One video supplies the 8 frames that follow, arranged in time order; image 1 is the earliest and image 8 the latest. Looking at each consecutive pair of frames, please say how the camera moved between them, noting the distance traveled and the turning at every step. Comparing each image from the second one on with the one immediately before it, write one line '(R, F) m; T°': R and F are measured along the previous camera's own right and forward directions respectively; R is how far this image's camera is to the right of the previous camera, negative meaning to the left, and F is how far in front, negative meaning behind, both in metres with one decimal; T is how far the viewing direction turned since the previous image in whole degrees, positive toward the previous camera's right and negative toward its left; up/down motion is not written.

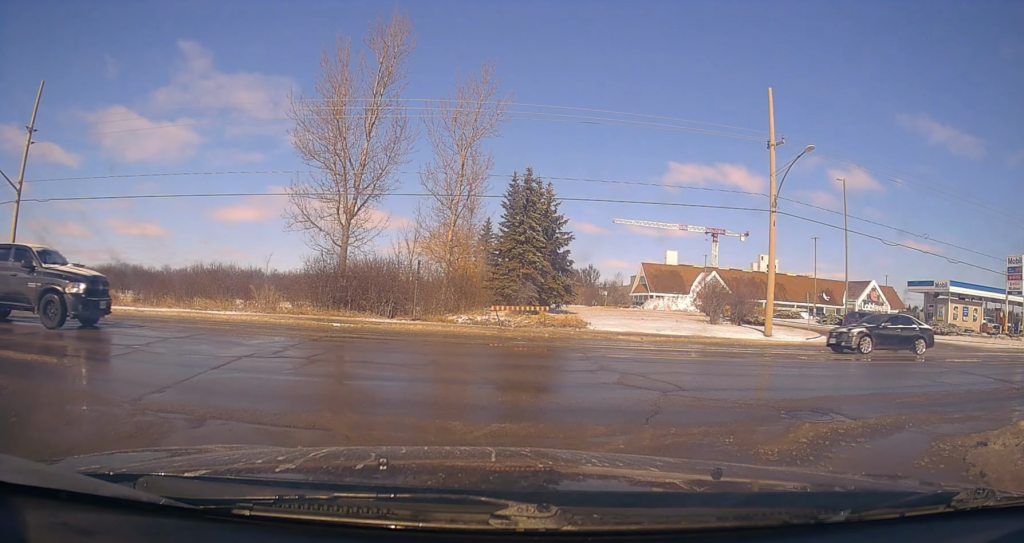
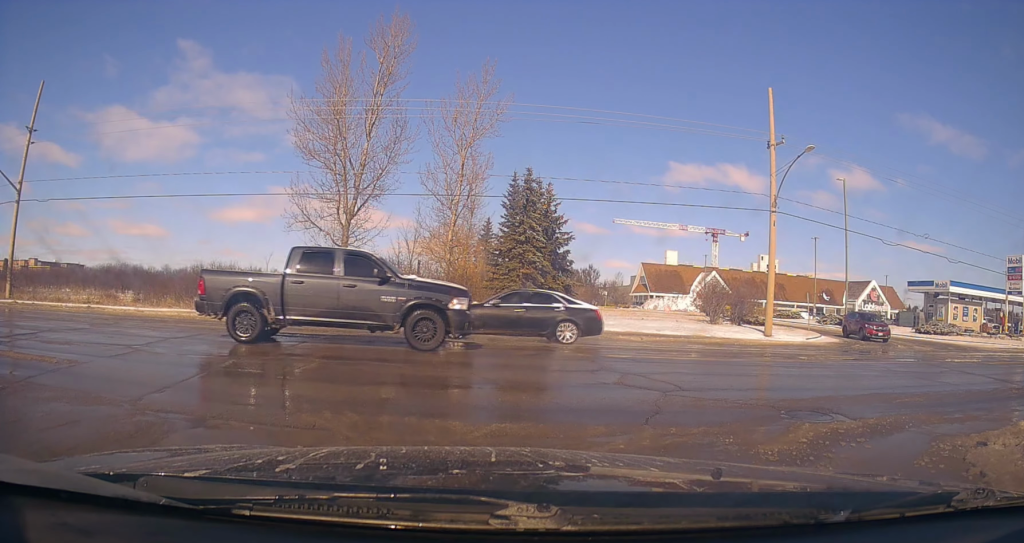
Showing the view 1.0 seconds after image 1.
(0.0, 0.0) m; 0°
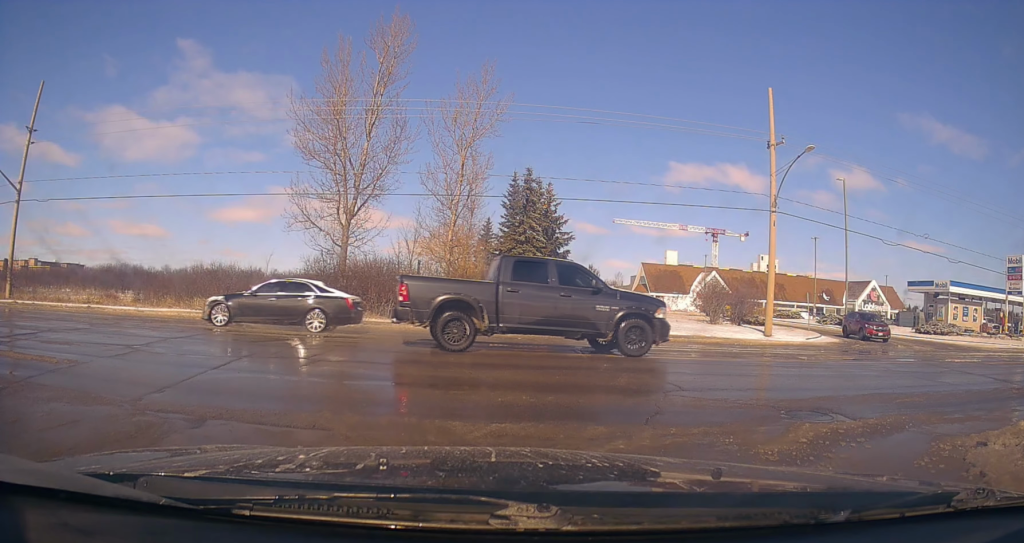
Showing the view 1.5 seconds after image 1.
(0.0, 0.0) m; 0°
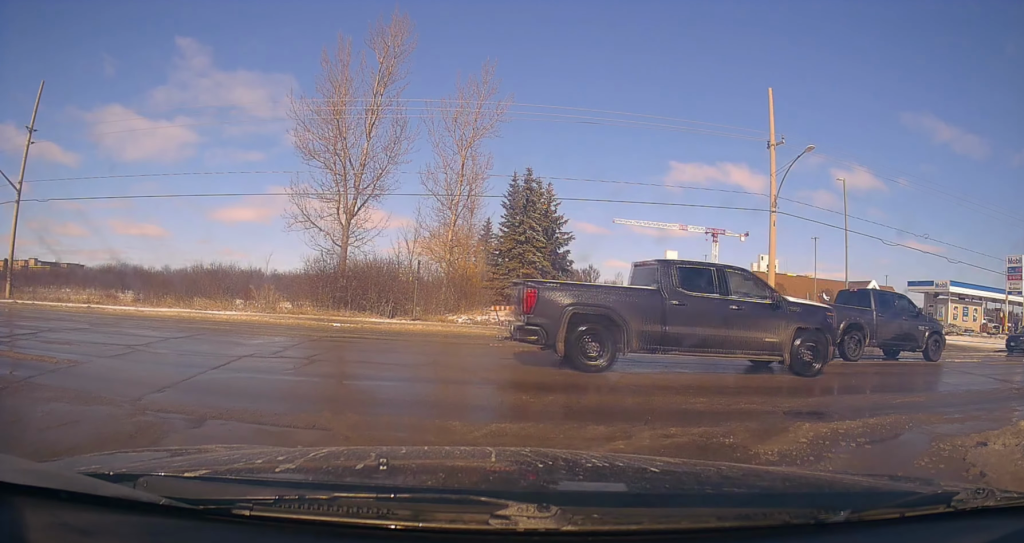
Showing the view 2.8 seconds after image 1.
(0.0, 0.0) m; 0°
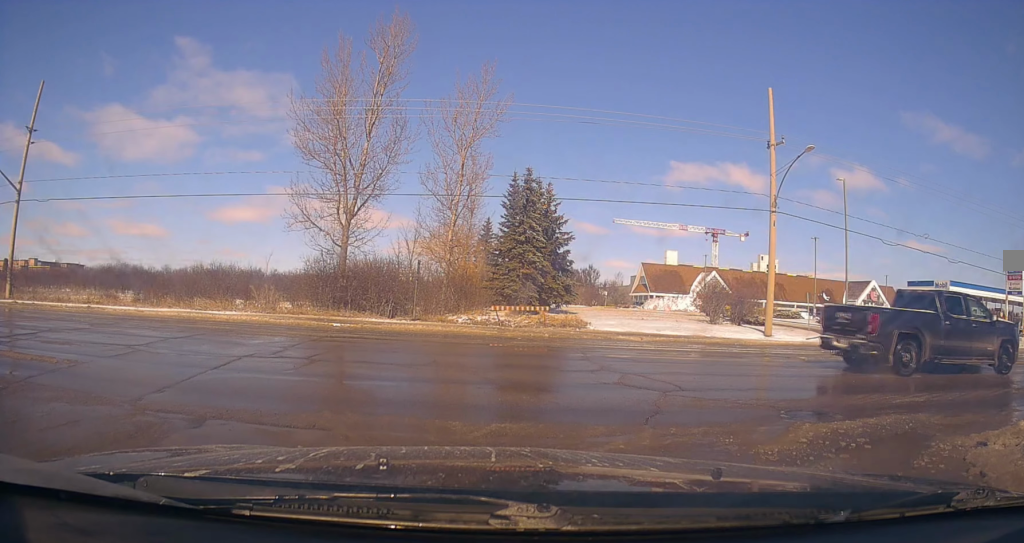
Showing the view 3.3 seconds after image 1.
(0.0, 0.0) m; 0°
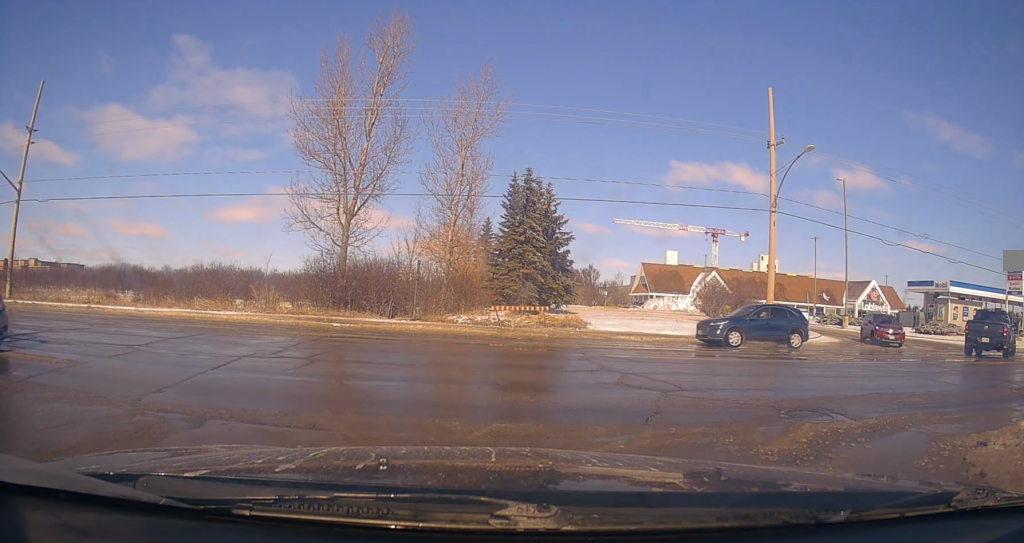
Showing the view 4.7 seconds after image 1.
(0.0, 0.0) m; 0°
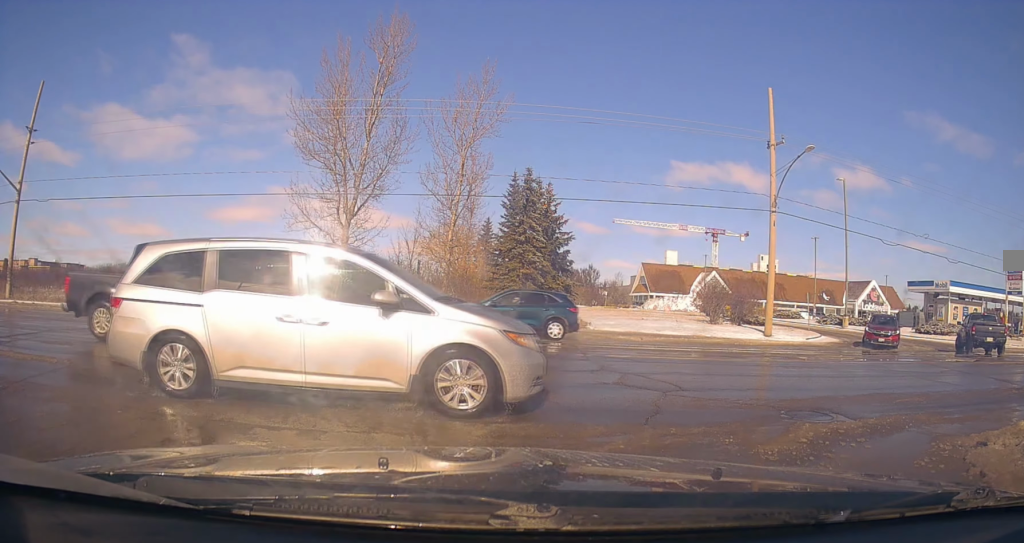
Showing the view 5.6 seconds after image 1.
(0.0, 0.0) m; 0°
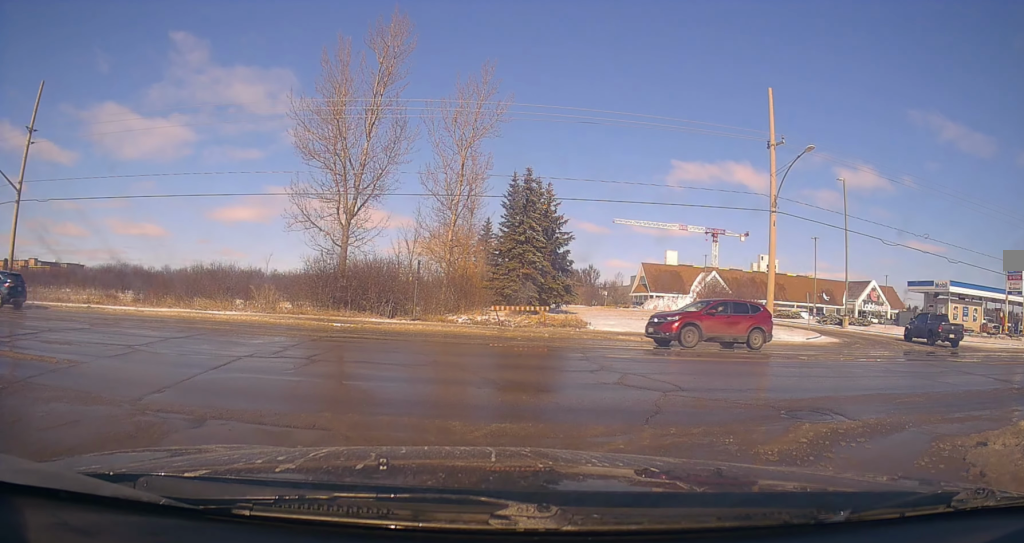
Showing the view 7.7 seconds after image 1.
(0.0, 0.0) m; 0°
